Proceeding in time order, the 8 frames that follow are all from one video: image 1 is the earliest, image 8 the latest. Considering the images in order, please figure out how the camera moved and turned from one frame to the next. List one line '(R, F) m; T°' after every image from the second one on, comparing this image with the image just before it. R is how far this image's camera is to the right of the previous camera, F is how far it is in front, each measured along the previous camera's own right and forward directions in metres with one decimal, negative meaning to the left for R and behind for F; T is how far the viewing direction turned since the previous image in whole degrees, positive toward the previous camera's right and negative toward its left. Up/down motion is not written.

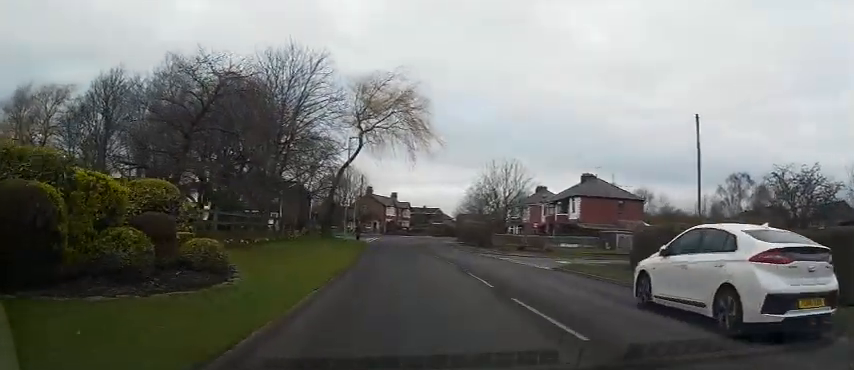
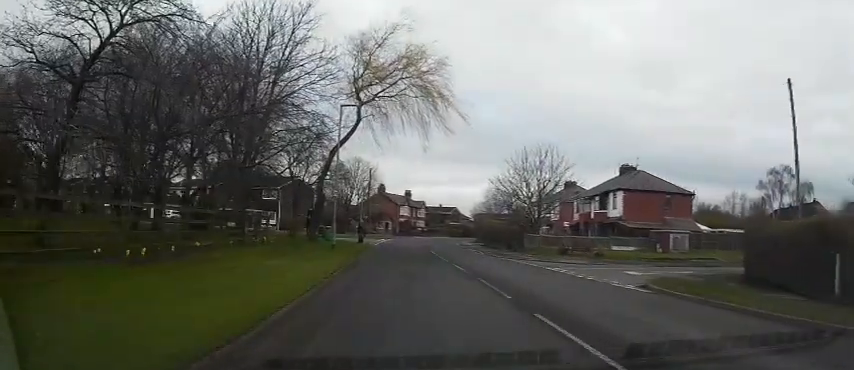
(0.0, +7.7) m; -1°
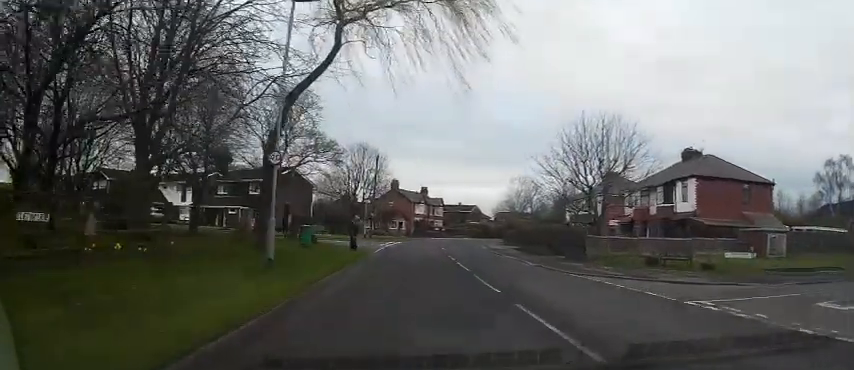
(-0.3, +10.1) m; -3°
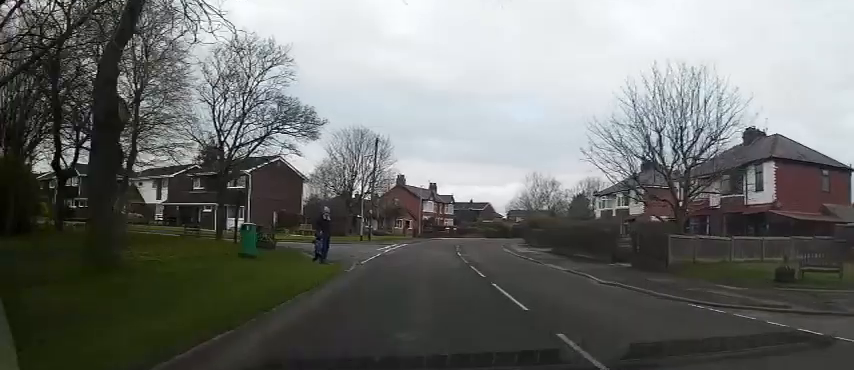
(0.0, +8.4) m; +1°
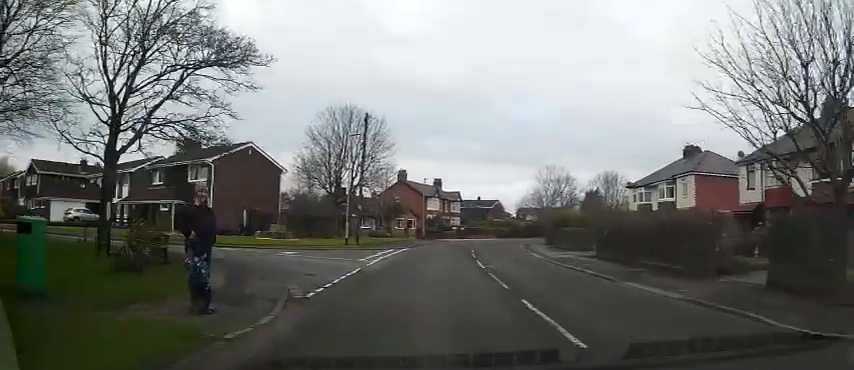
(+0.1, +8.7) m; +1°
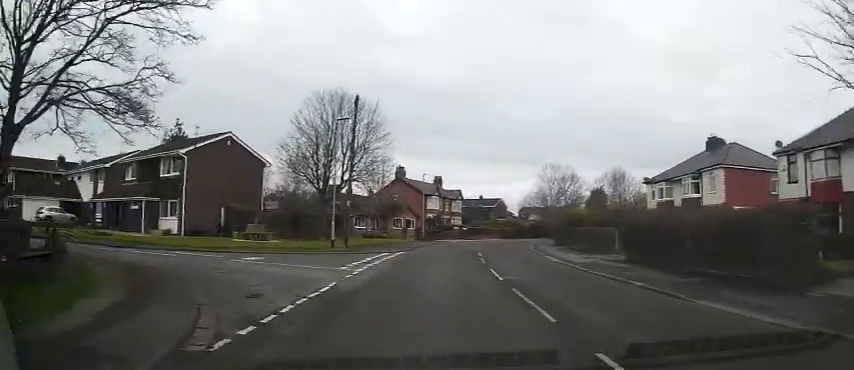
(0.0, +4.1) m; 0°
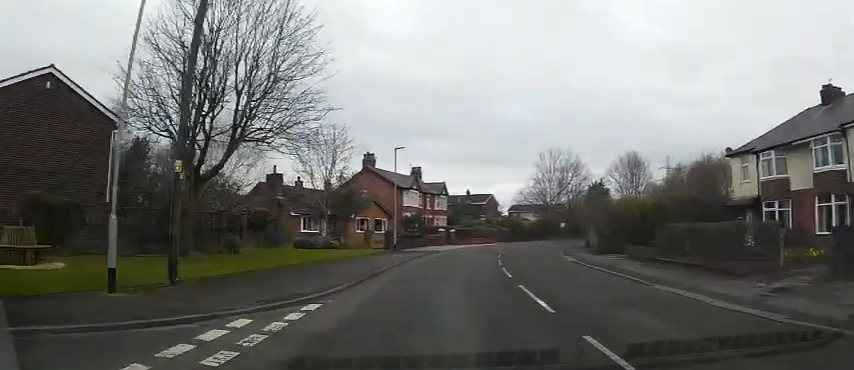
(+0.4, +16.9) m; +4°
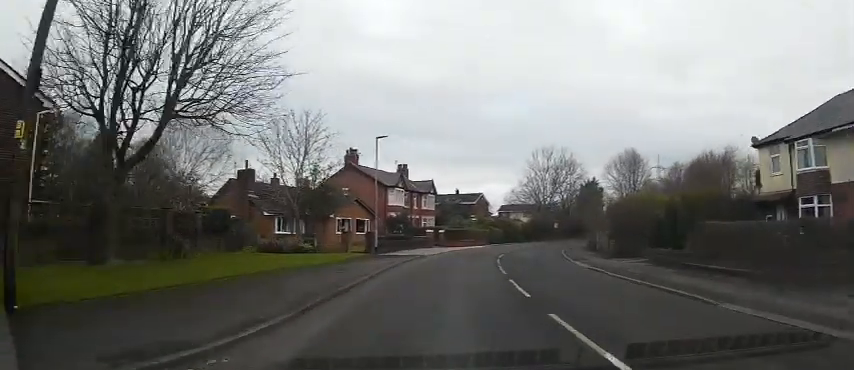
(+0.1, +4.2) m; +2°
